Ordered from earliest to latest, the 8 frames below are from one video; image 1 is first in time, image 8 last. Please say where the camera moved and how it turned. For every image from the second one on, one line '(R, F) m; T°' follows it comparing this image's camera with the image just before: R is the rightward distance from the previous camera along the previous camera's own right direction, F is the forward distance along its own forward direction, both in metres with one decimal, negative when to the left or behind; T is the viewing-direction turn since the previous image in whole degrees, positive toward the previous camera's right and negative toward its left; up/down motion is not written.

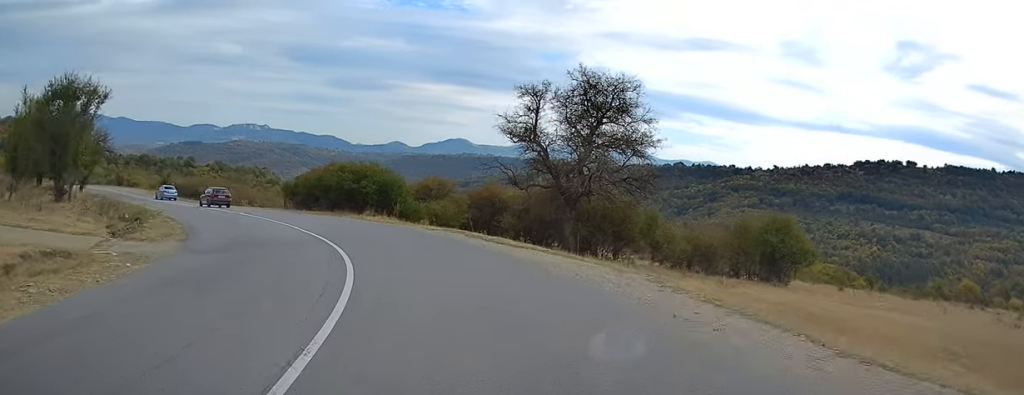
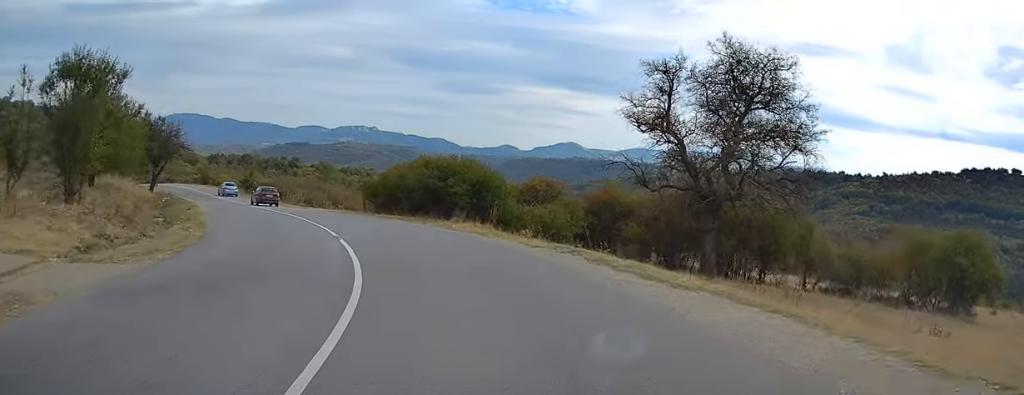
(-0.2, +7.1) m; -9°
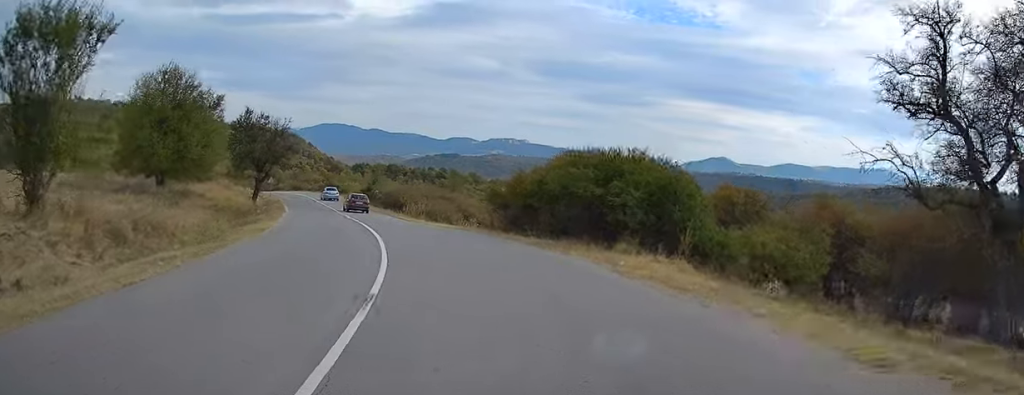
(-1.2, +10.2) m; -11°
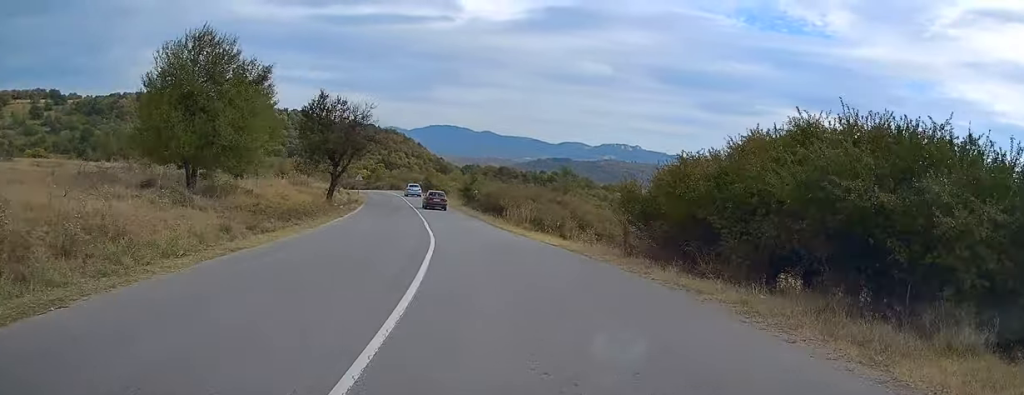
(-0.8, +10.0) m; -9°
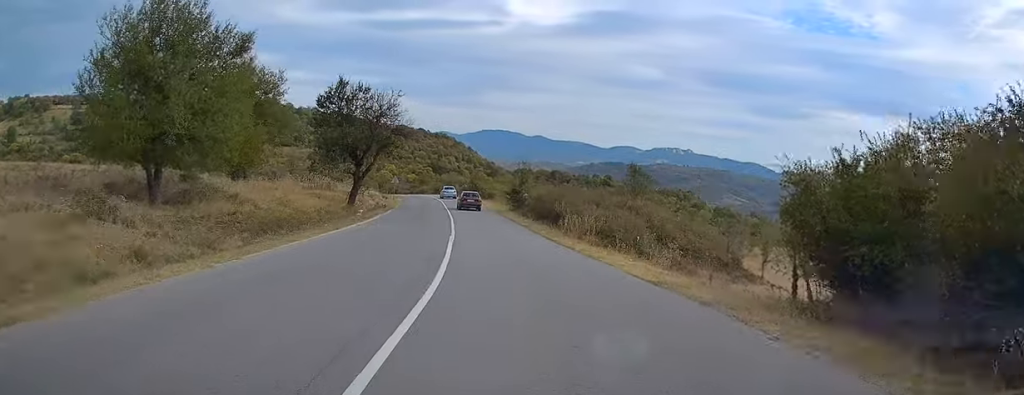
(-0.7, +8.7) m; -4°
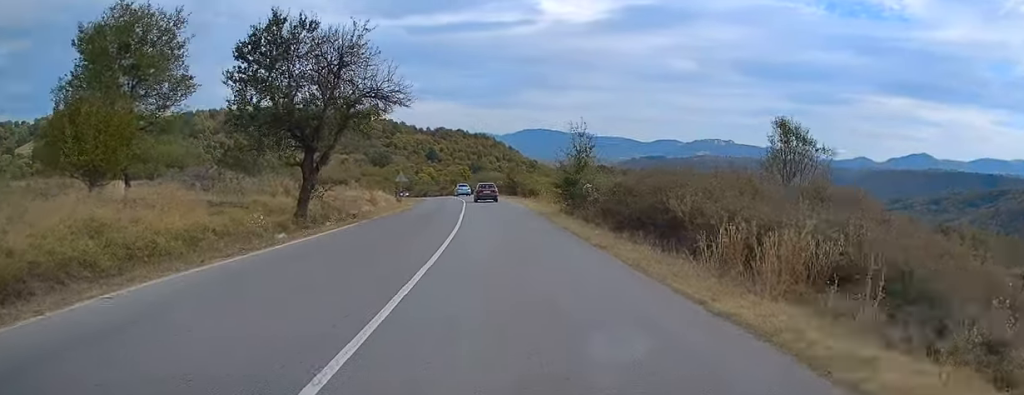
(-0.5, +18.4) m; -4°
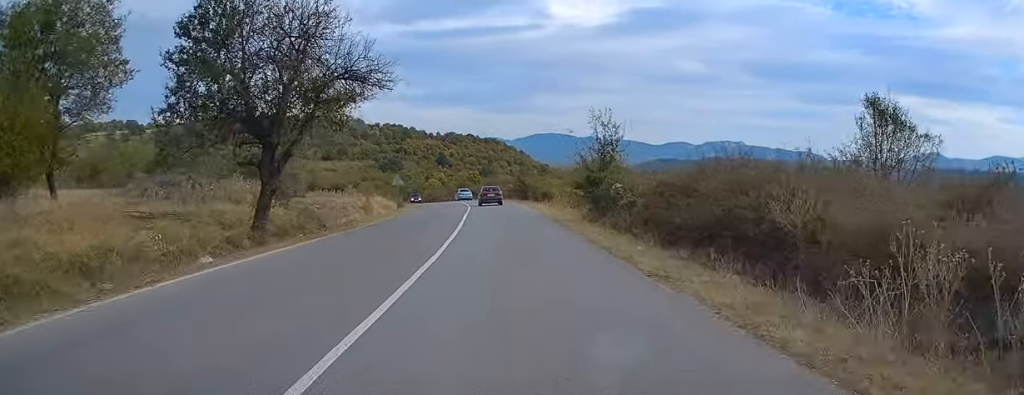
(-0.3, +5.8) m; -1°
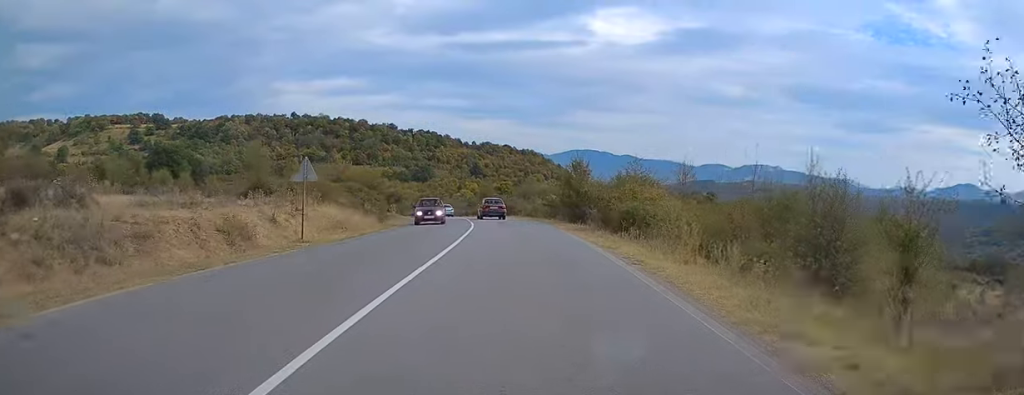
(-0.9, +25.8) m; -3°
